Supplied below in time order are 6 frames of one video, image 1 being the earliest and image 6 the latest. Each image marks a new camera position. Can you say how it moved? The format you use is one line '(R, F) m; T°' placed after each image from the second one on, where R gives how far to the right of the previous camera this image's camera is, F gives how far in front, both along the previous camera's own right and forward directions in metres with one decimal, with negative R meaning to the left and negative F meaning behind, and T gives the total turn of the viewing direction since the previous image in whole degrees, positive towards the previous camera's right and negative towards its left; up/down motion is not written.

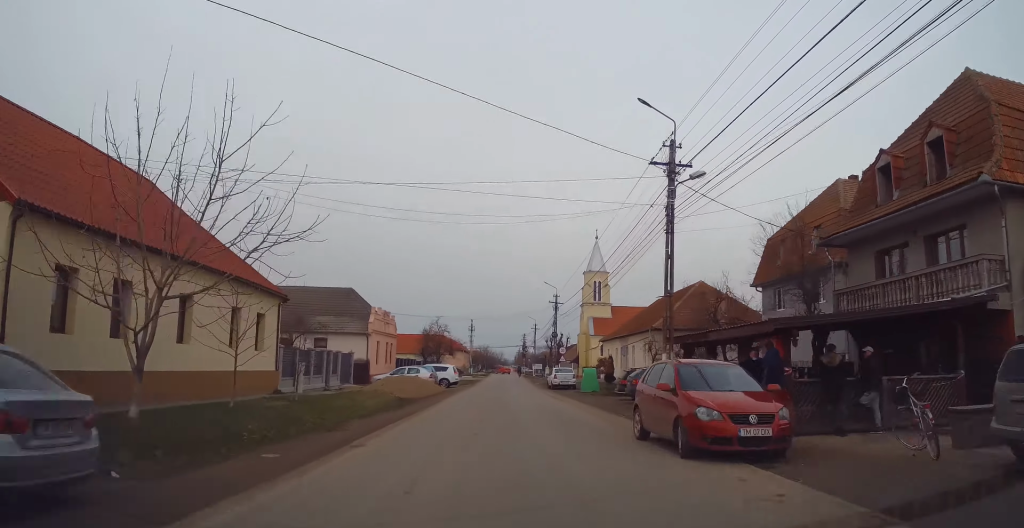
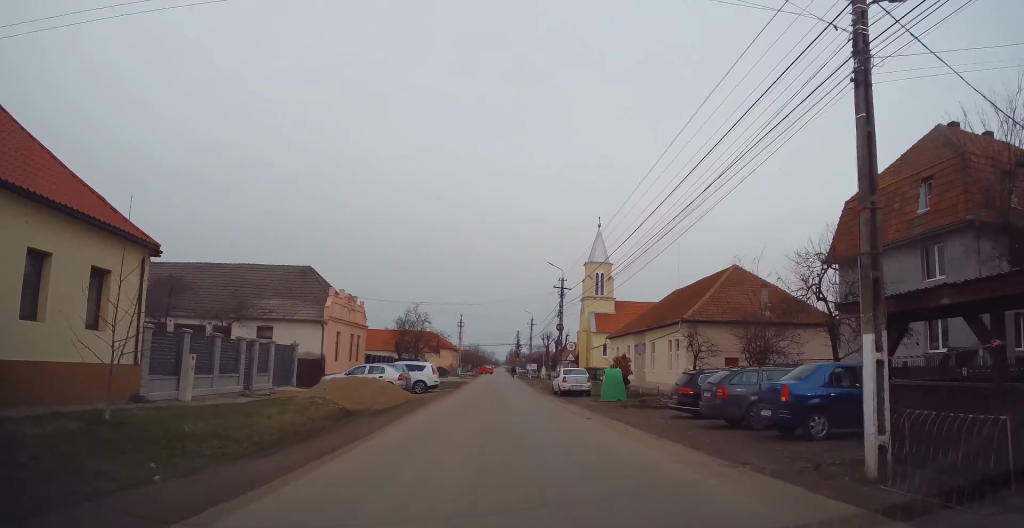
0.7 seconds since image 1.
(-0.1, +10.3) m; +1°
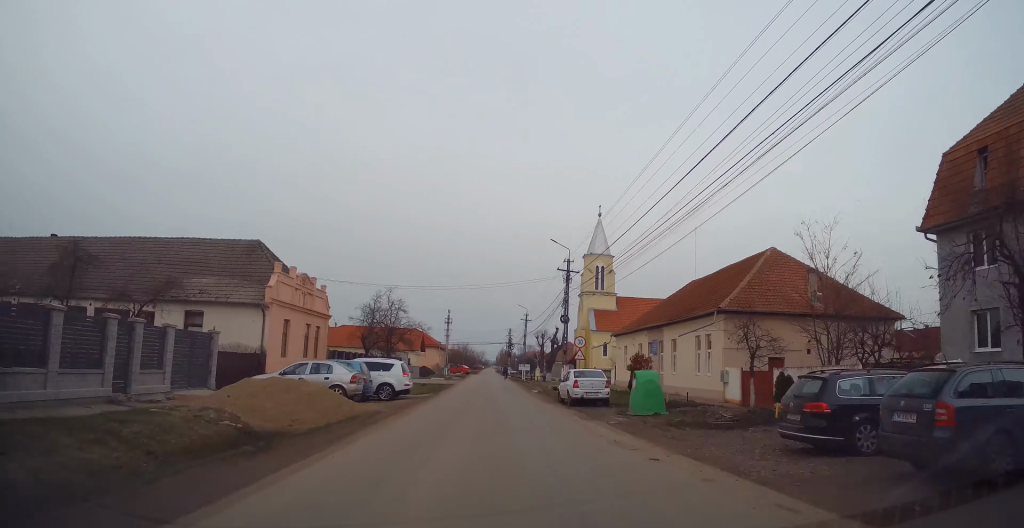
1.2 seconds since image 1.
(+0.2, +8.2) m; +1°
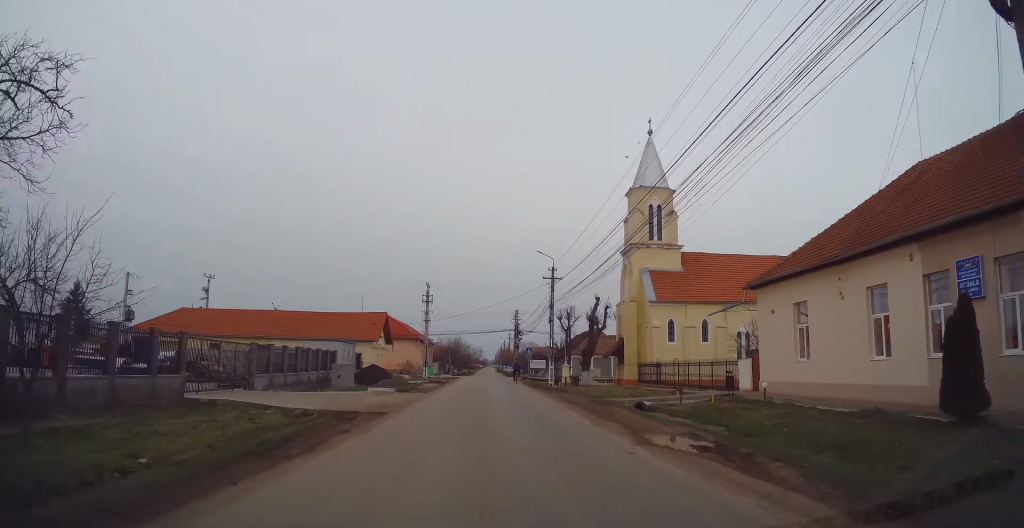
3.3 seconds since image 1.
(+0.7, +32.1) m; 0°
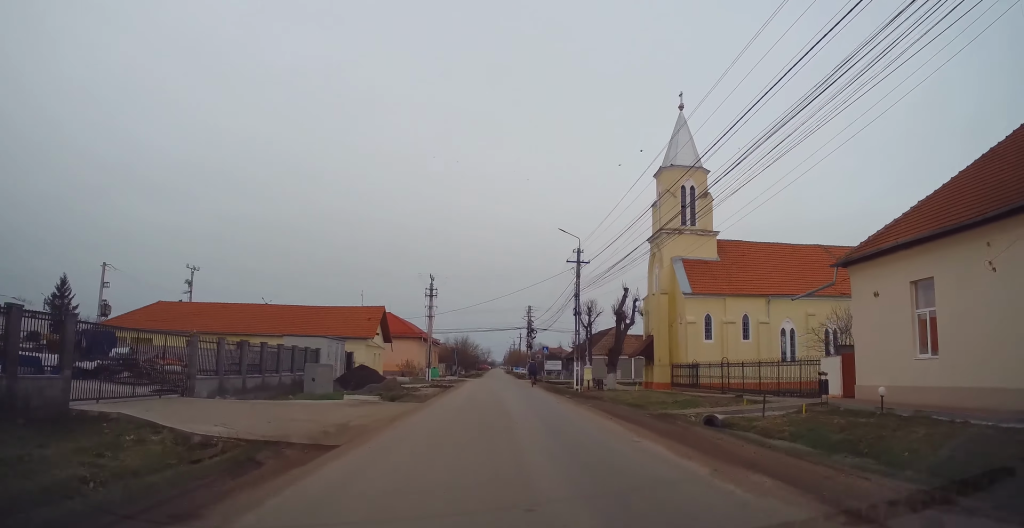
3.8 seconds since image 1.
(+0.1, +7.1) m; -1°
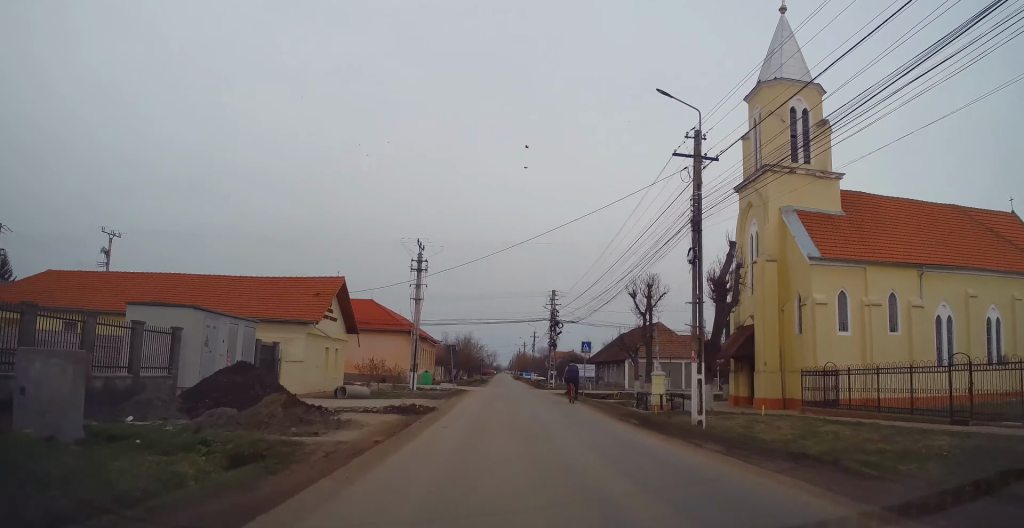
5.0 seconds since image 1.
(-0.4, +18.5) m; 0°
